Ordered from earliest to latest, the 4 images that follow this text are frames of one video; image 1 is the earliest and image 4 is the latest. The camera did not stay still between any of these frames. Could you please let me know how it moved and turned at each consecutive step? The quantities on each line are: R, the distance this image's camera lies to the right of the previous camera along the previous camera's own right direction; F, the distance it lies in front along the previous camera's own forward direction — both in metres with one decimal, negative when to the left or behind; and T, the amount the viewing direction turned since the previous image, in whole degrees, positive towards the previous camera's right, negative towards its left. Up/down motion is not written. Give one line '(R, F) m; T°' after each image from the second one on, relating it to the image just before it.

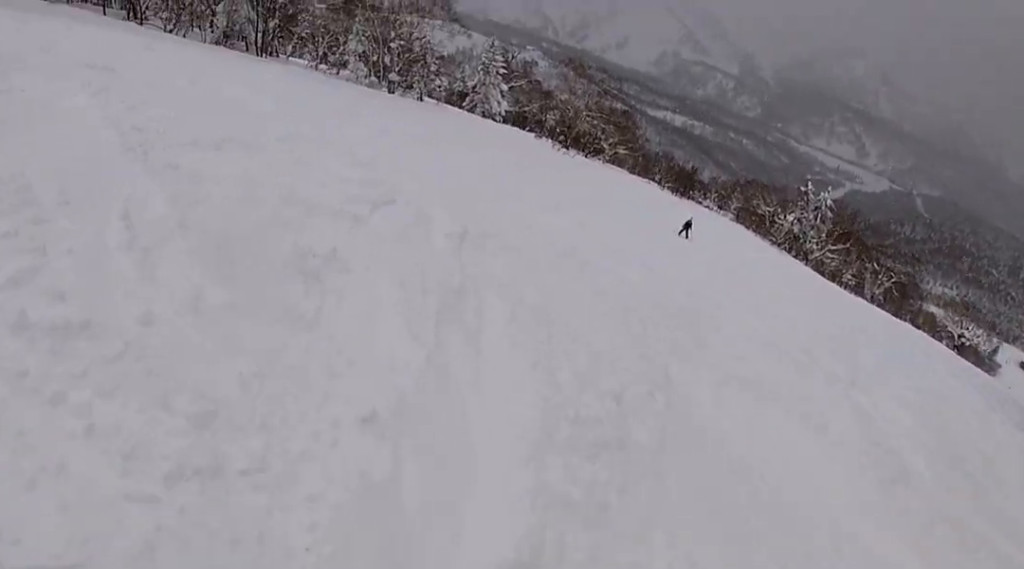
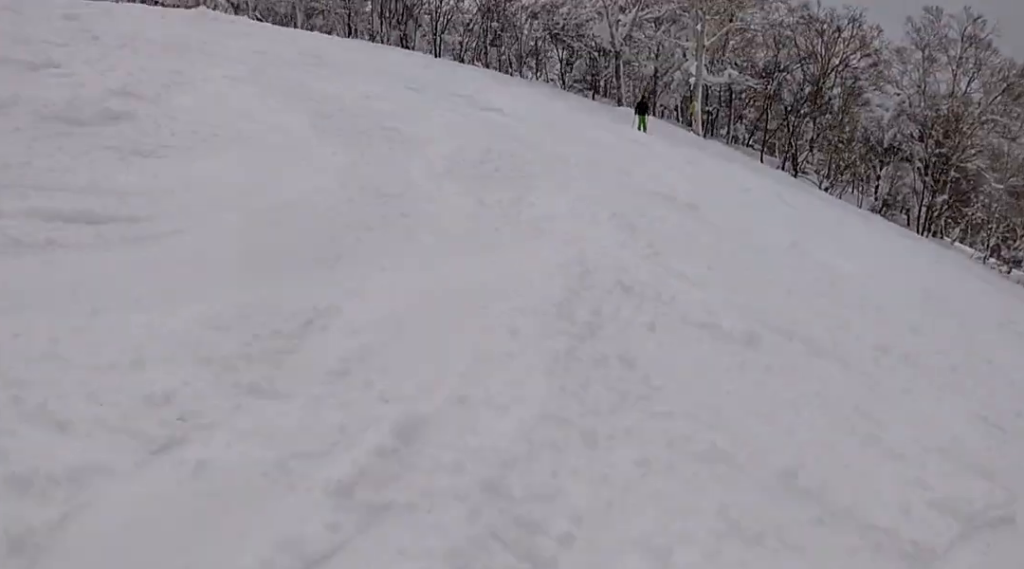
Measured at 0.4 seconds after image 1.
(-0.5, +2.1) m; -5°
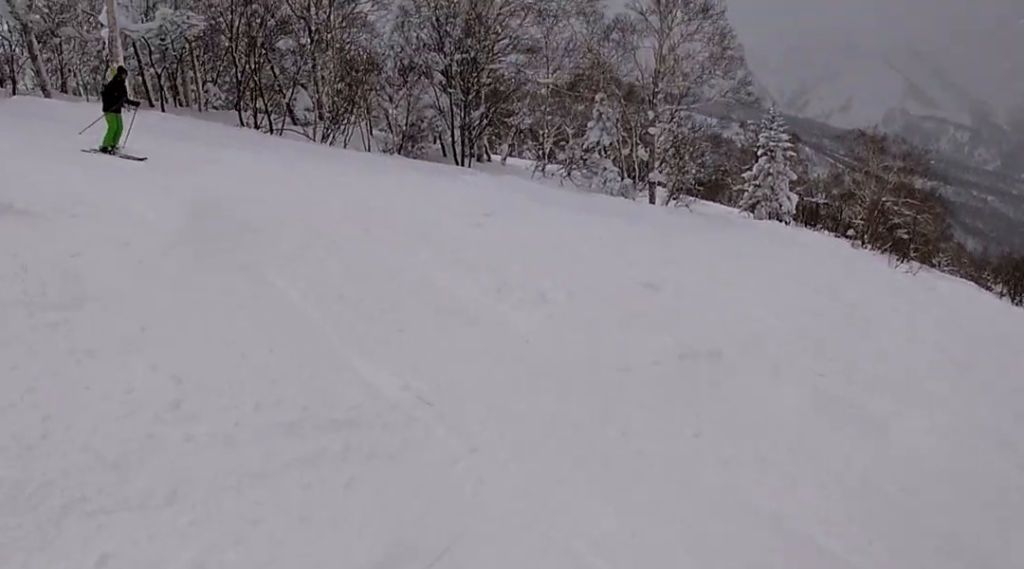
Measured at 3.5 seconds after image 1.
(-2.5, +12.6) m; -9°
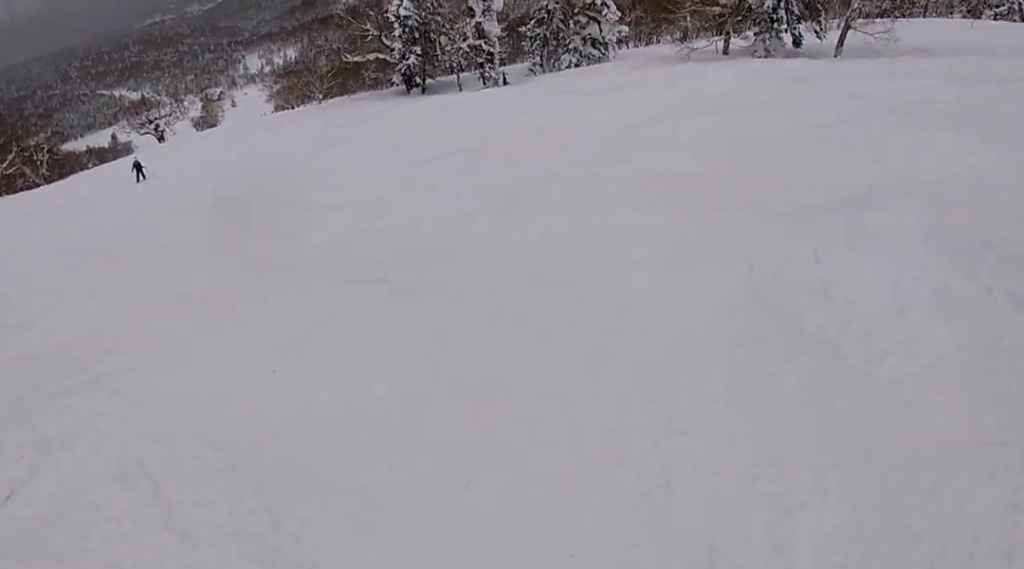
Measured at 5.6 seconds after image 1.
(+2.6, +5.6) m; +76°
